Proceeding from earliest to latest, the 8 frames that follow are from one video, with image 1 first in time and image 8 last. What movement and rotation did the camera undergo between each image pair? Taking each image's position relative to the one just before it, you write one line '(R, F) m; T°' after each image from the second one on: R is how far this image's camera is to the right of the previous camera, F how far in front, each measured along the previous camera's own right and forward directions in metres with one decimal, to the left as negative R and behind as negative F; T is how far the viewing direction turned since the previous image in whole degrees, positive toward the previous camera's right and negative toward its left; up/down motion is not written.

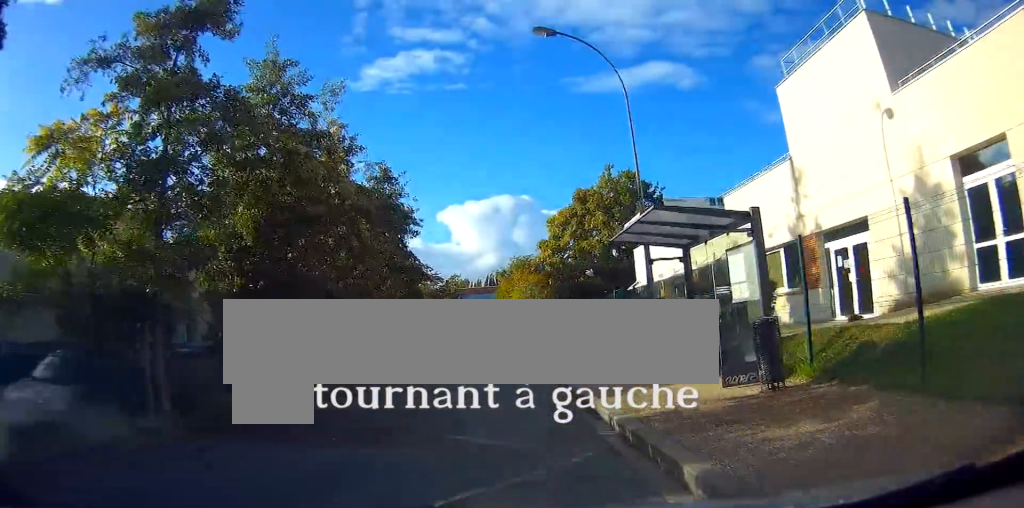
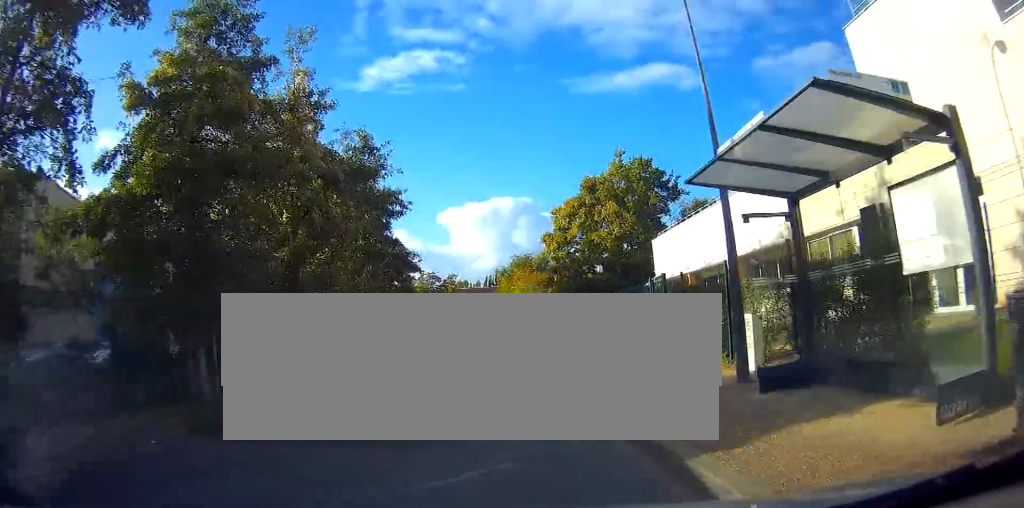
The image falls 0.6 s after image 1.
(-0.1, +4.5) m; +1°
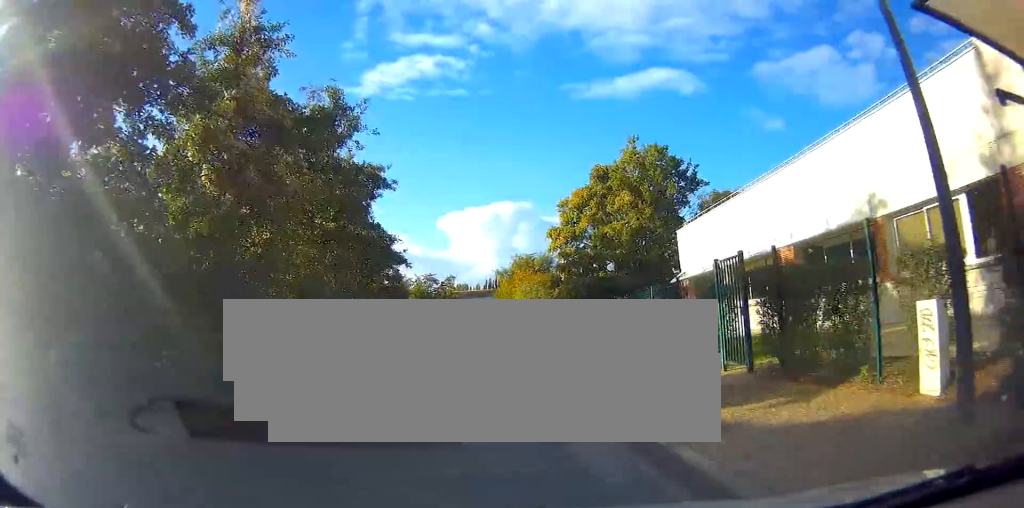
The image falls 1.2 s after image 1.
(+0.3, +4.7) m; +1°
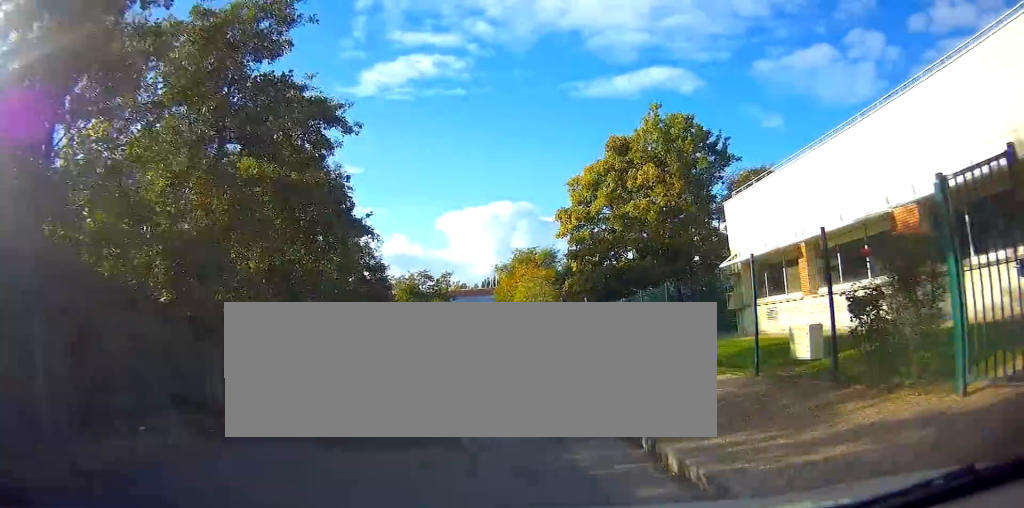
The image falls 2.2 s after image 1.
(-0.2, +6.6) m; -1°
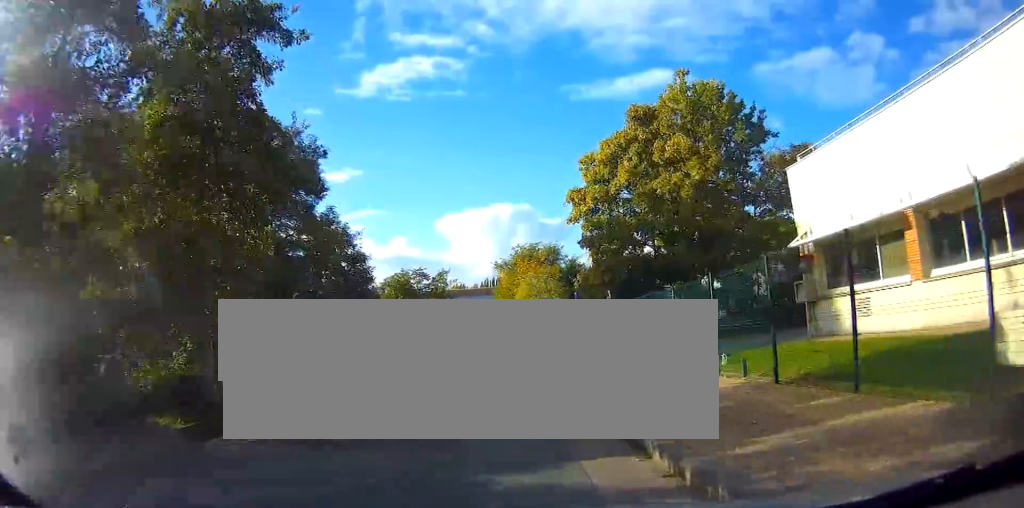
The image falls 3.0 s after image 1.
(0.0, +5.6) m; 0°
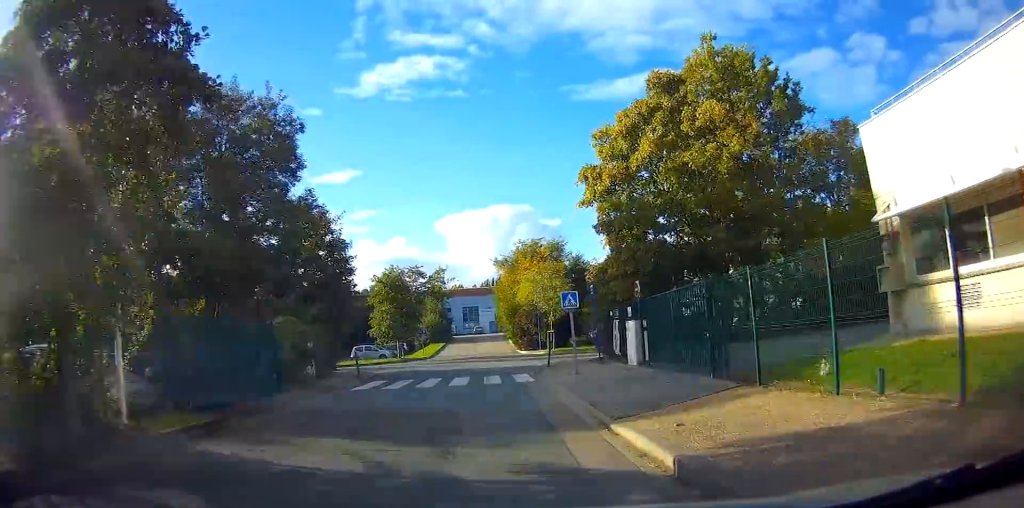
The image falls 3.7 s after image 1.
(0.0, +4.3) m; 0°
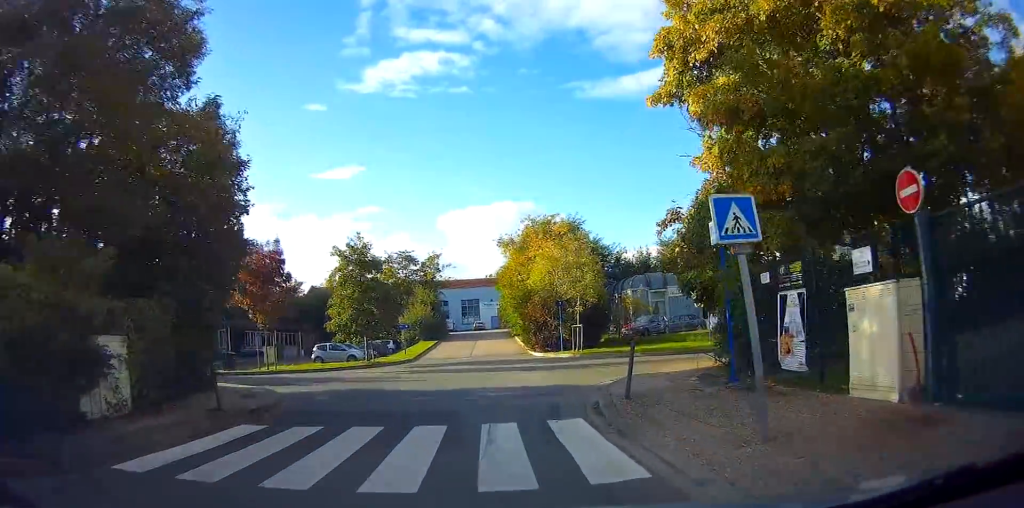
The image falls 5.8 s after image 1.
(-0.2, +12.6) m; +1°
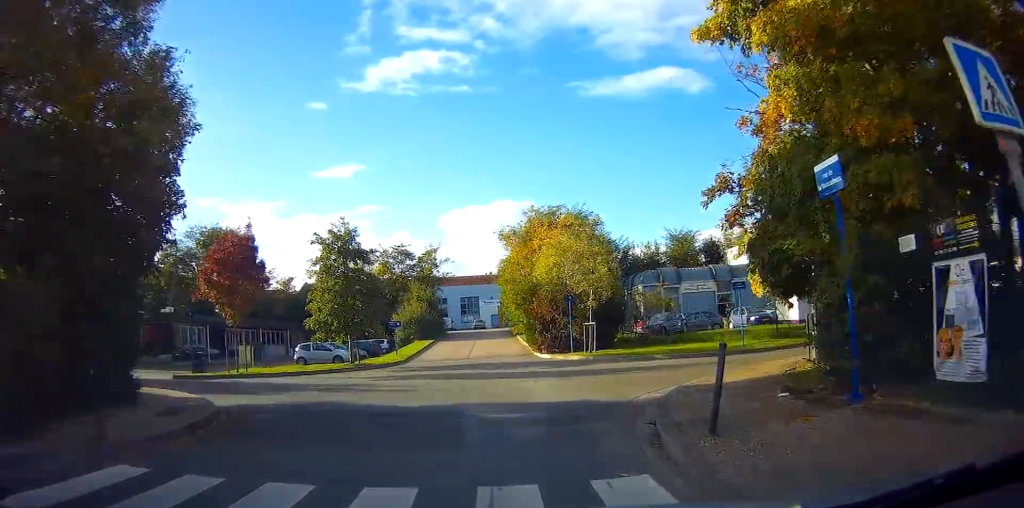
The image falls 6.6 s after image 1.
(+0.2, +4.1) m; -1°
